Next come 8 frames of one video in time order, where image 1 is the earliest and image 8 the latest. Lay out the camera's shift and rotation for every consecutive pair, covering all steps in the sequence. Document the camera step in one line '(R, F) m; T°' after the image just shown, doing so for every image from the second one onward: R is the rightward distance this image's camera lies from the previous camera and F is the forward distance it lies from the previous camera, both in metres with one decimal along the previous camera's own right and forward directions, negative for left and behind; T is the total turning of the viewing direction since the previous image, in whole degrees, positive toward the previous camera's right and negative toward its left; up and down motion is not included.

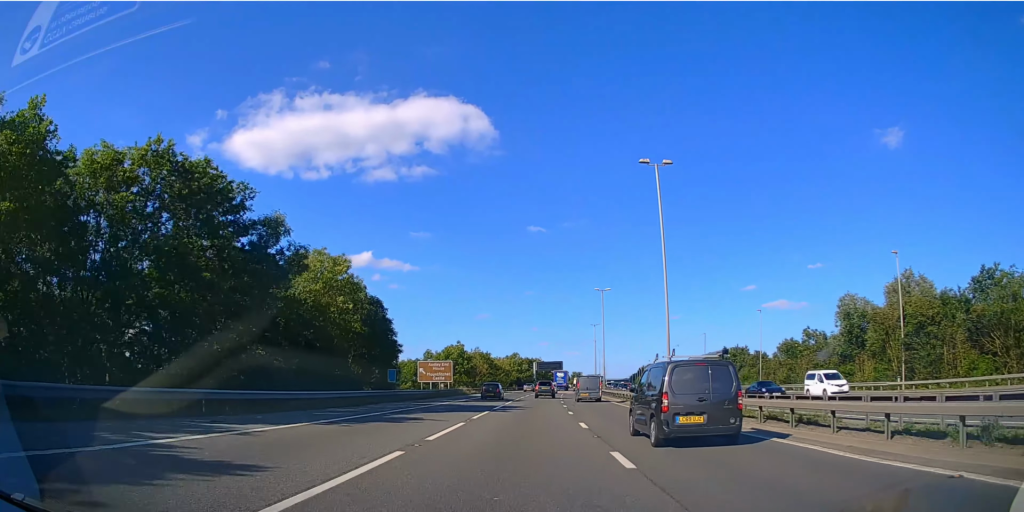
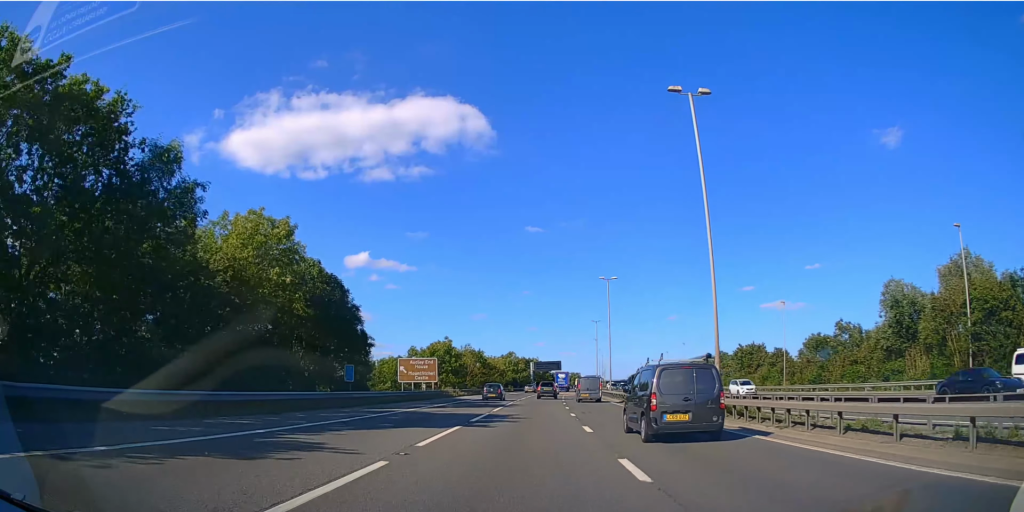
(0.0, +9.9) m; 0°
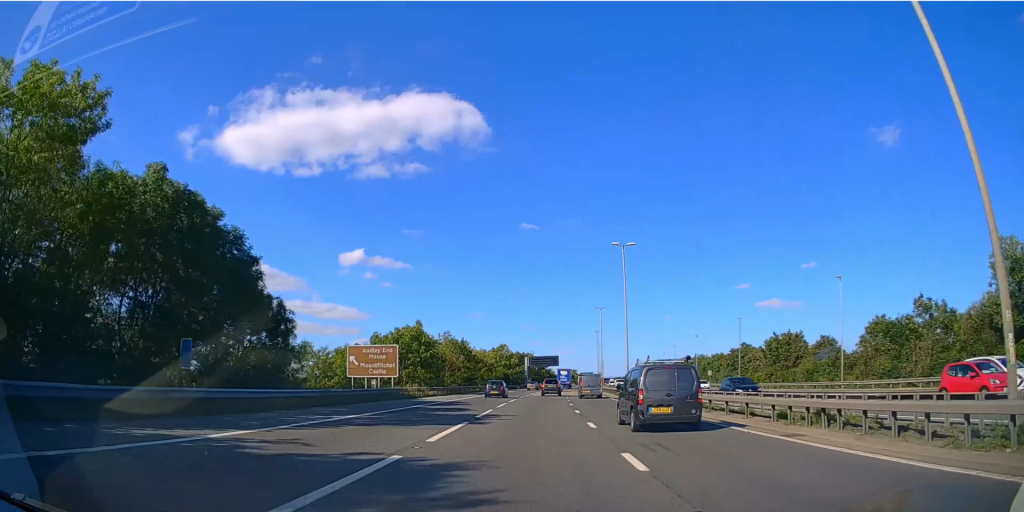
(+0.1, +17.0) m; +1°
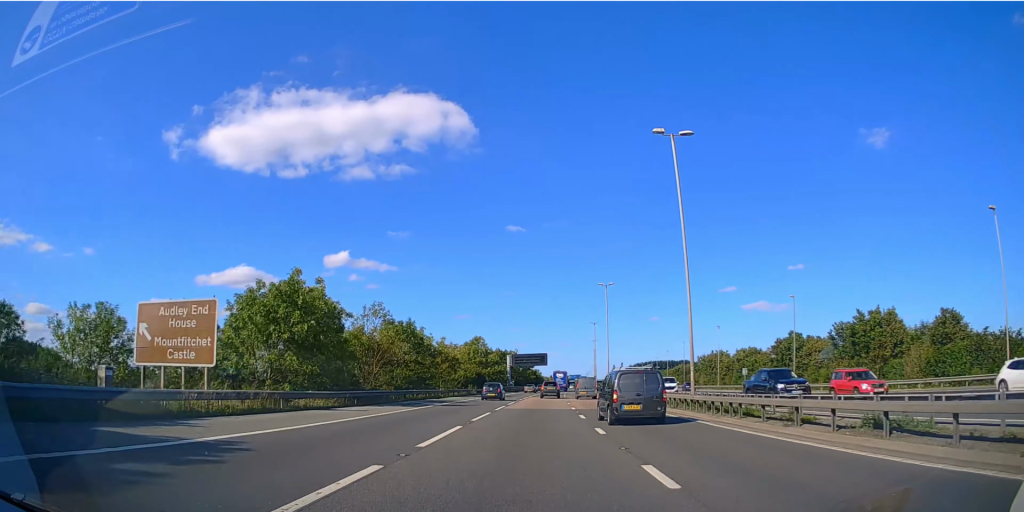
(+0.4, +26.8) m; +1°
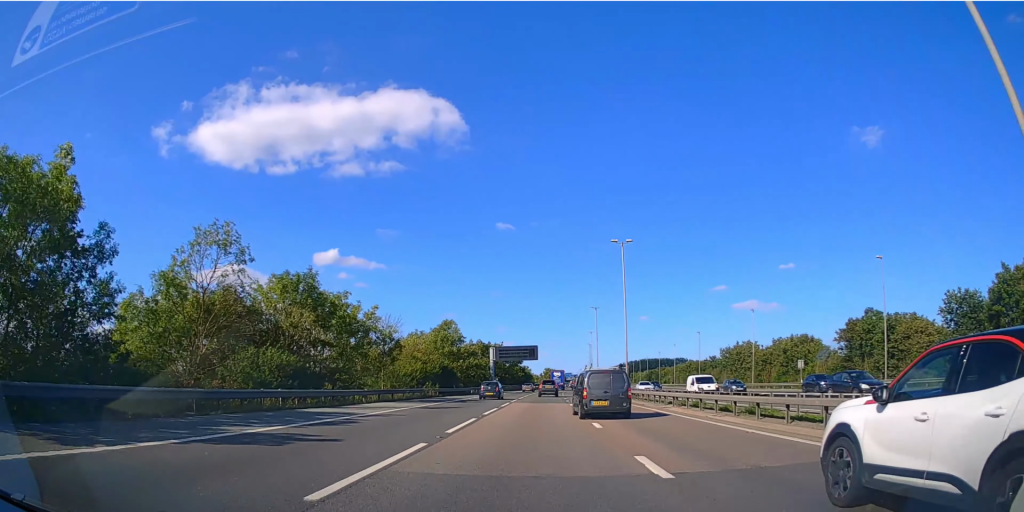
(+0.1, +21.2) m; 0°
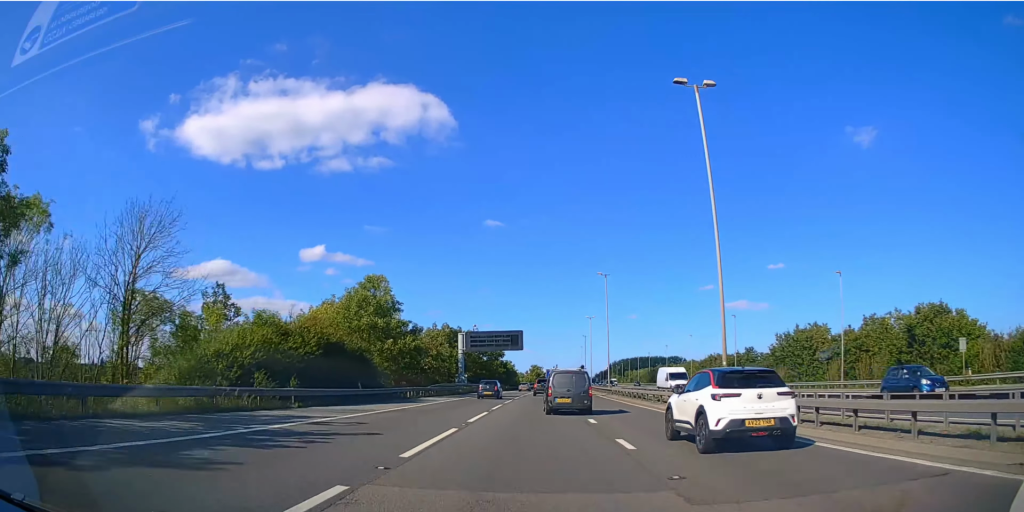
(+0.2, +27.3) m; +1°
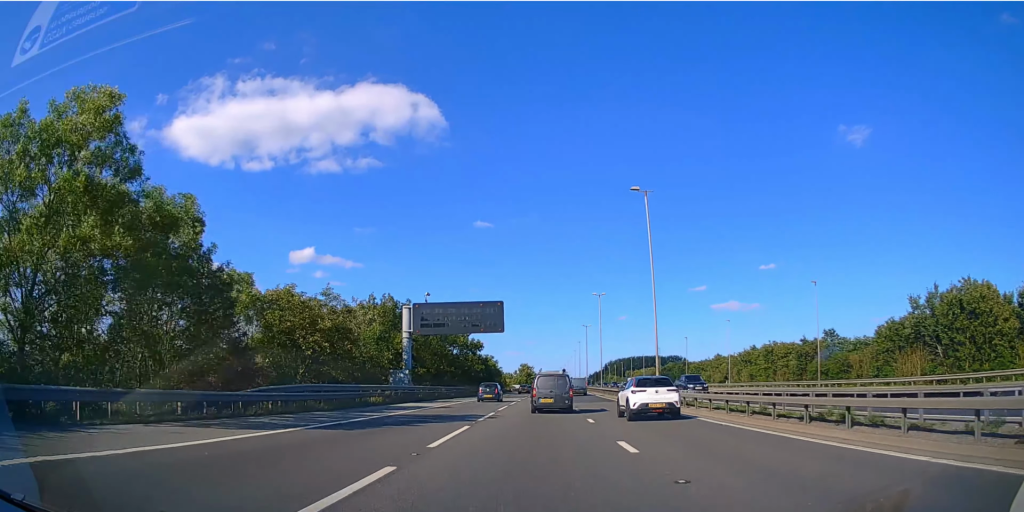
(+0.4, +28.2) m; +1°
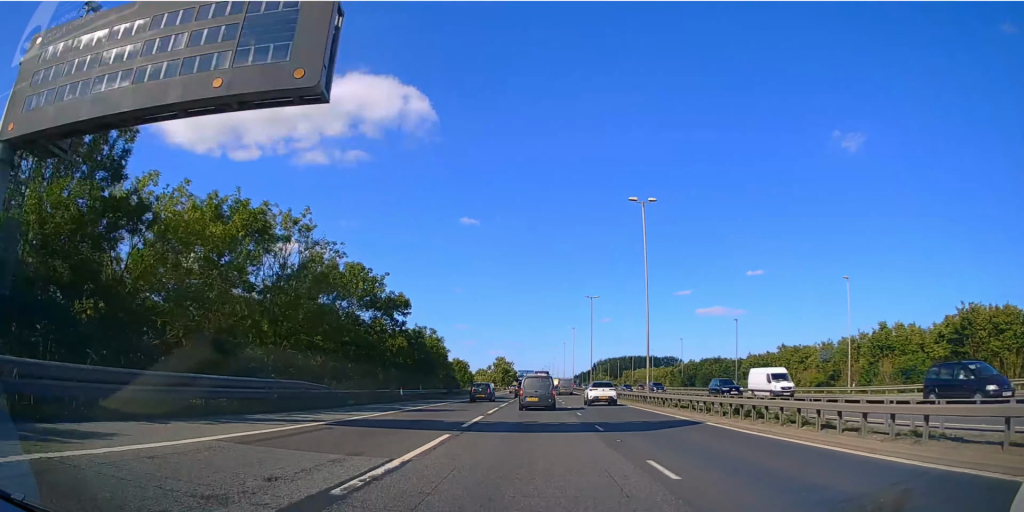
(+0.2, +43.8) m; +1°
